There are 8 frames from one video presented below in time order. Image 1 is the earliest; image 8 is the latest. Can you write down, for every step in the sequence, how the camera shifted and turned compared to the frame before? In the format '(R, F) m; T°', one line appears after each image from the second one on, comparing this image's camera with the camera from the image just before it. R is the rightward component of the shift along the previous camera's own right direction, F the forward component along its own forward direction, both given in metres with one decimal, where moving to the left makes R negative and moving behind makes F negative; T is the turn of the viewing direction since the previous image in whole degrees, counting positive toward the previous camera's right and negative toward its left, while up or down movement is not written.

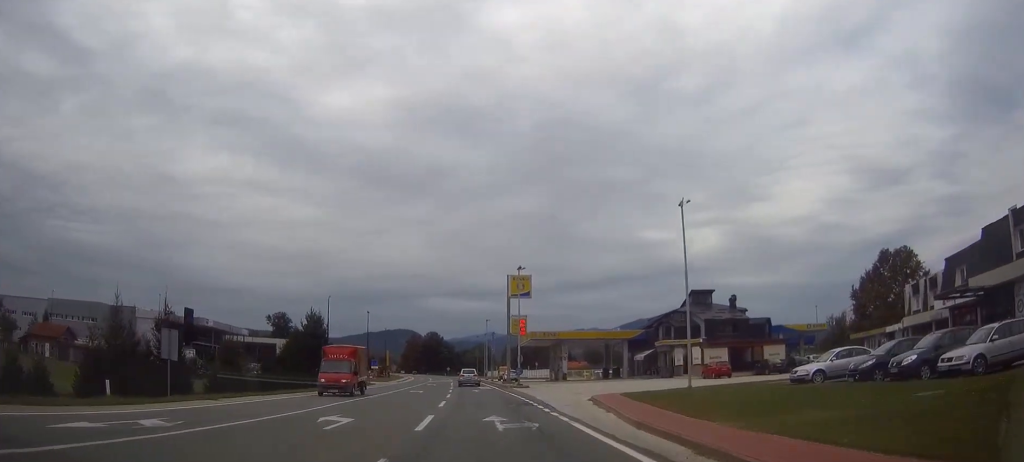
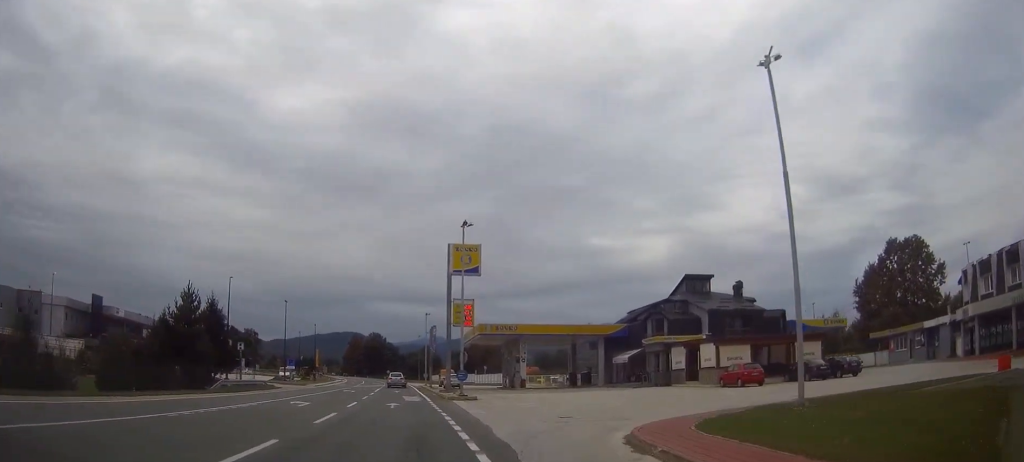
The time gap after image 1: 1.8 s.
(+0.5, +17.1) m; +4°
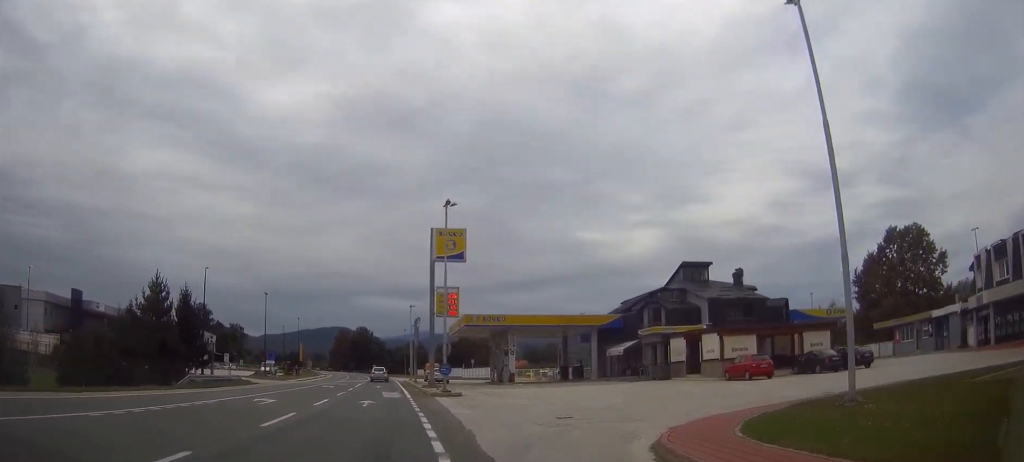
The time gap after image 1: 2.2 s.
(0.0, +3.2) m; +2°
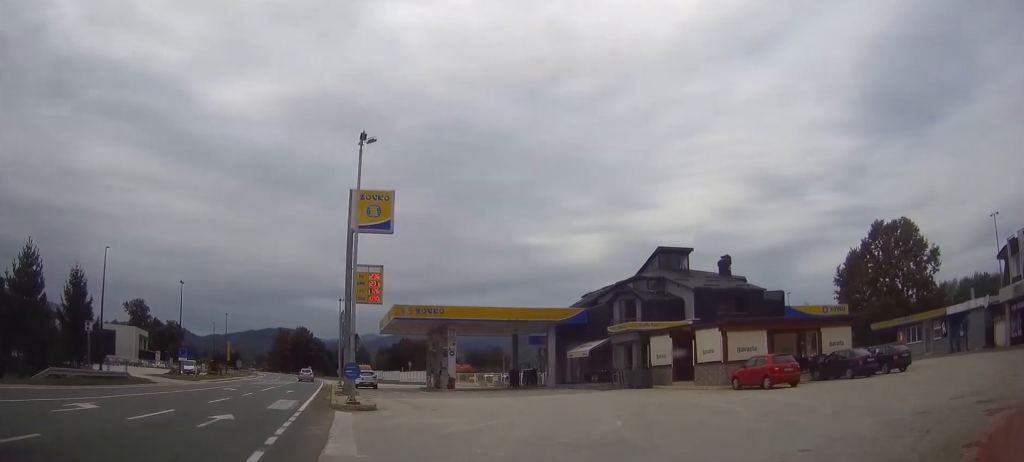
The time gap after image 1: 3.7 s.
(+0.7, +9.6) m; +13°
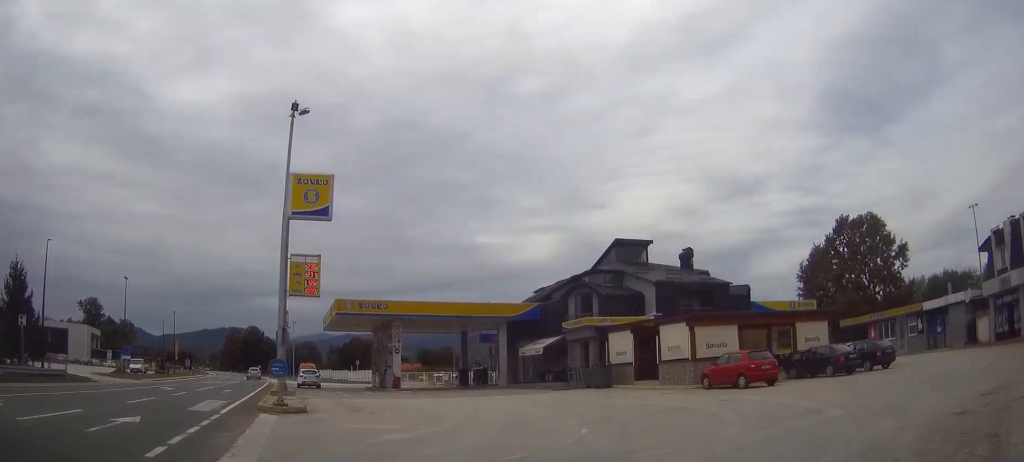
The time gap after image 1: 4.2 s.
(+0.2, +2.6) m; +7°
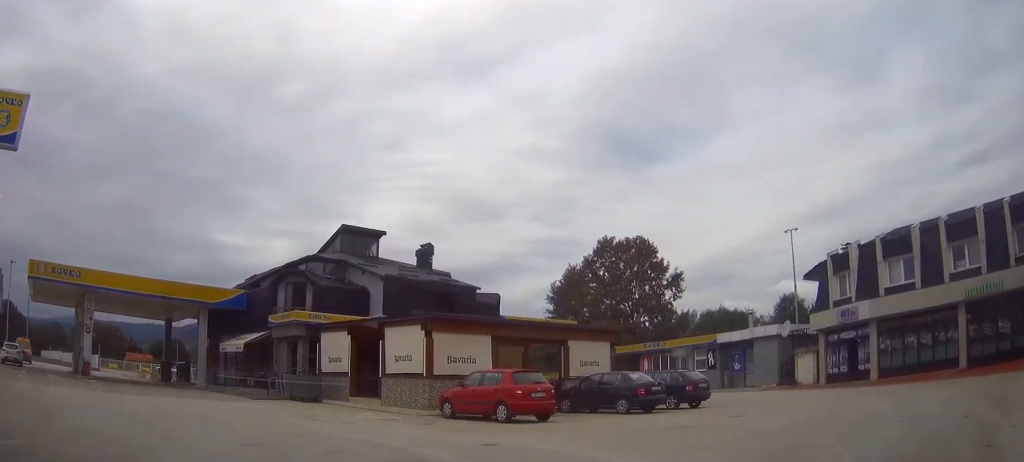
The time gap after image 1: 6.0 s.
(+2.0, +8.0) m; +29°
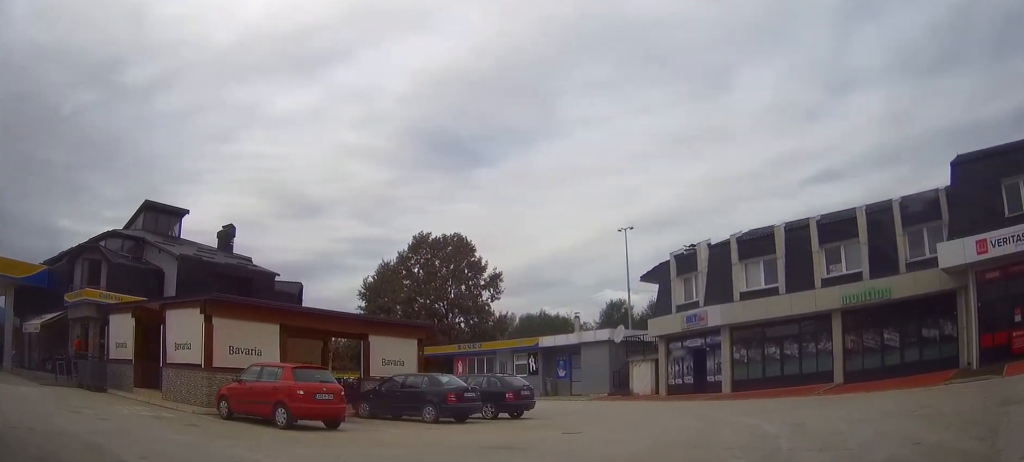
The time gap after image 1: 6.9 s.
(+0.5, +3.7) m; +14°
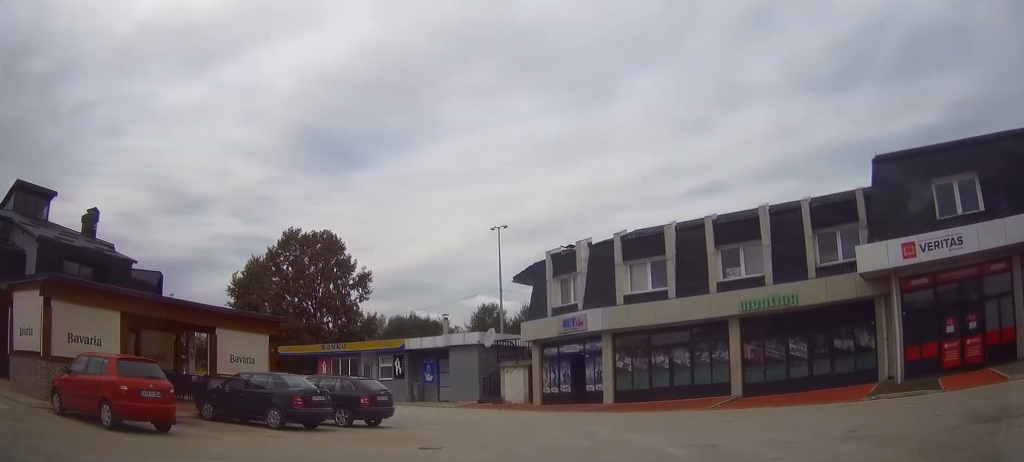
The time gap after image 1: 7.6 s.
(+0.4, +2.6) m; +8°
